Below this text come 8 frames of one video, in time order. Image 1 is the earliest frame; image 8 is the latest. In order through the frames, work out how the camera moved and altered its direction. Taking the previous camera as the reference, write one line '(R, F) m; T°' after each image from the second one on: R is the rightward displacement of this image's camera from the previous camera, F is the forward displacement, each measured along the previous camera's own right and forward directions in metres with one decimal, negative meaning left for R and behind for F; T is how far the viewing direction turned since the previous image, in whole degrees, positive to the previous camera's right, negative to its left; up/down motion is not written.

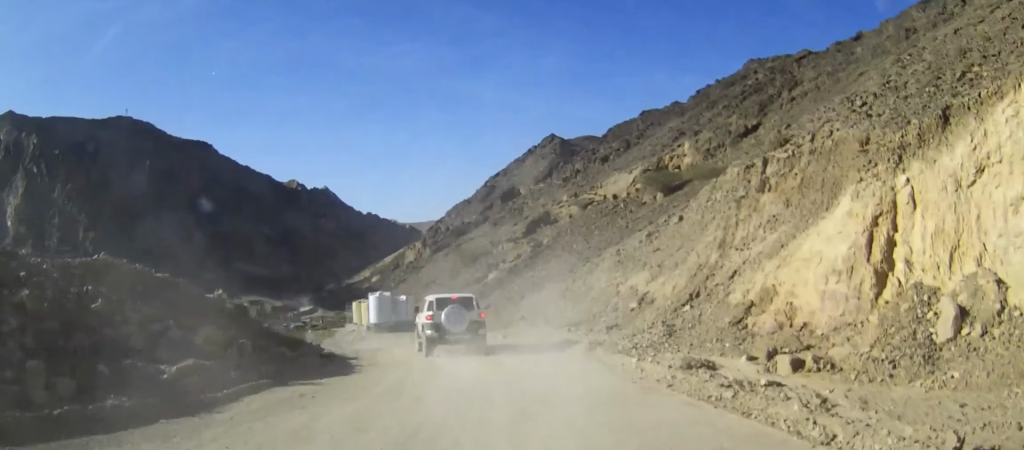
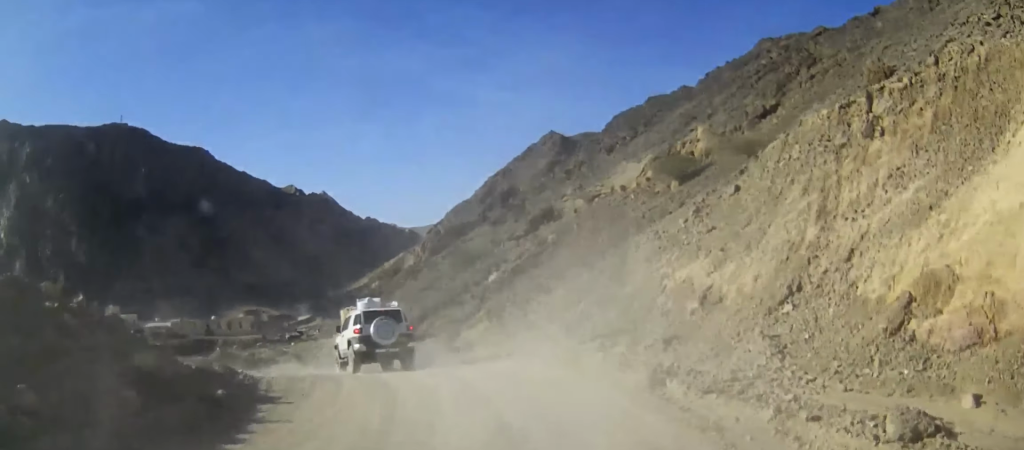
(-0.1, +9.3) m; -2°
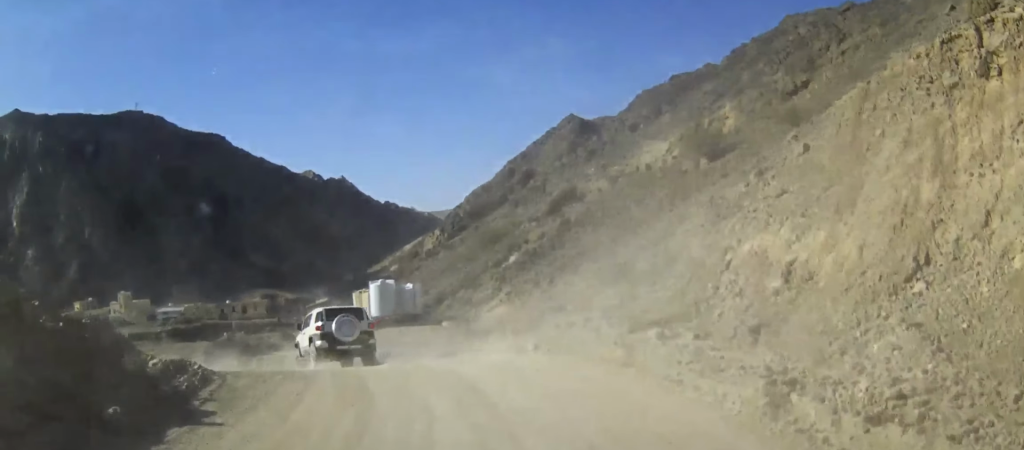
(0.0, +5.3) m; -2°
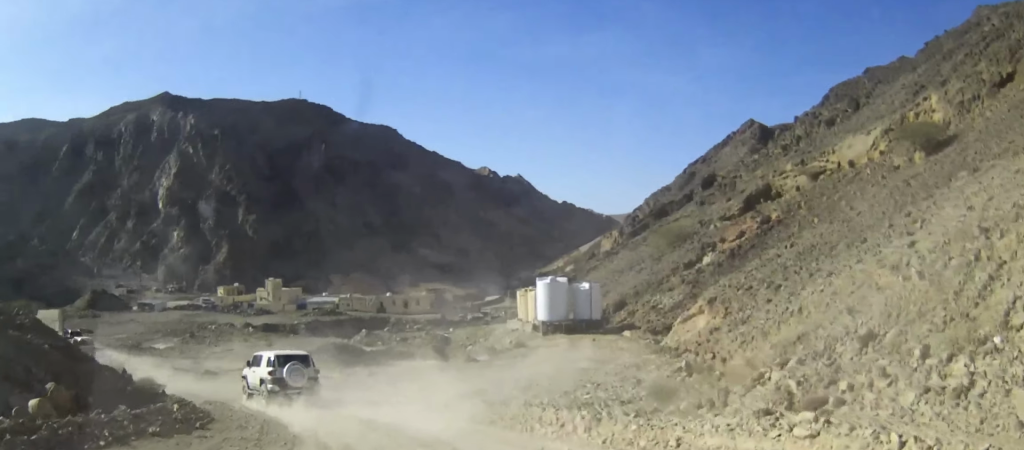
(-1.5, +13.5) m; -14°
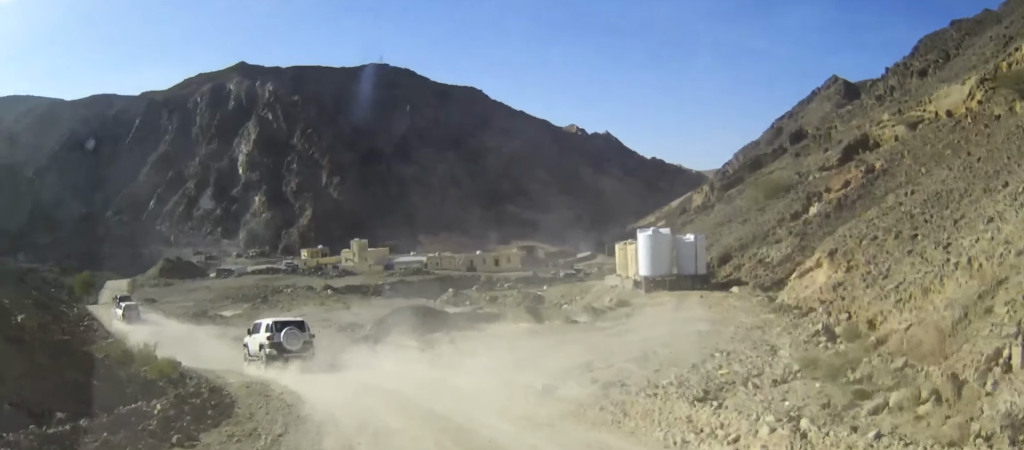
(-0.4, +5.3) m; -7°
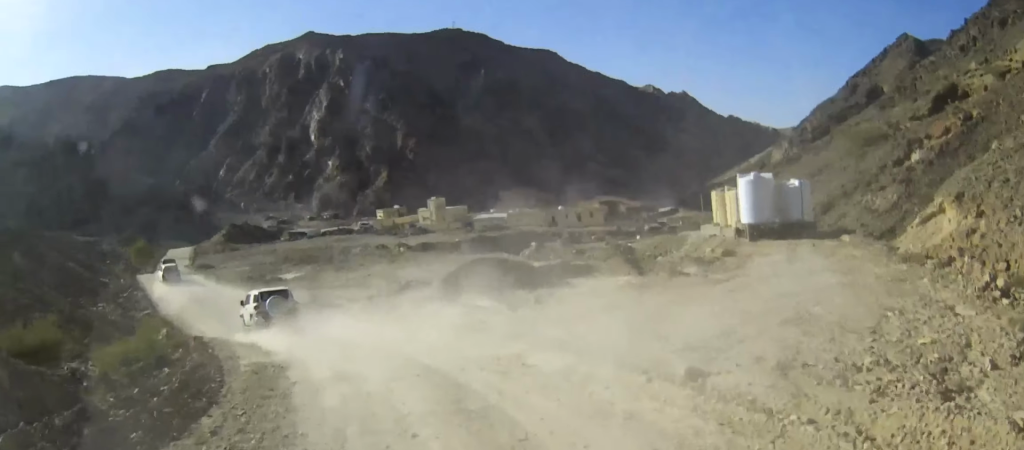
(-0.5, +6.1) m; -8°
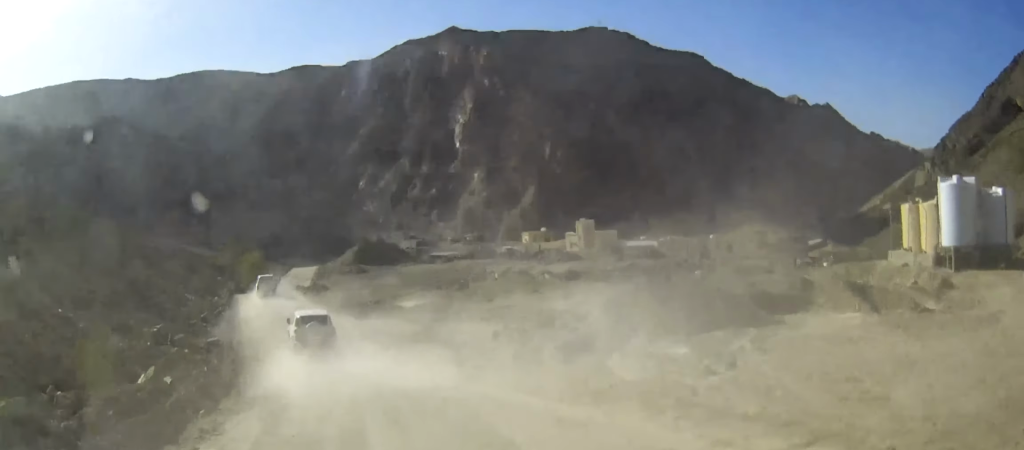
(-0.9, +9.1) m; -12°
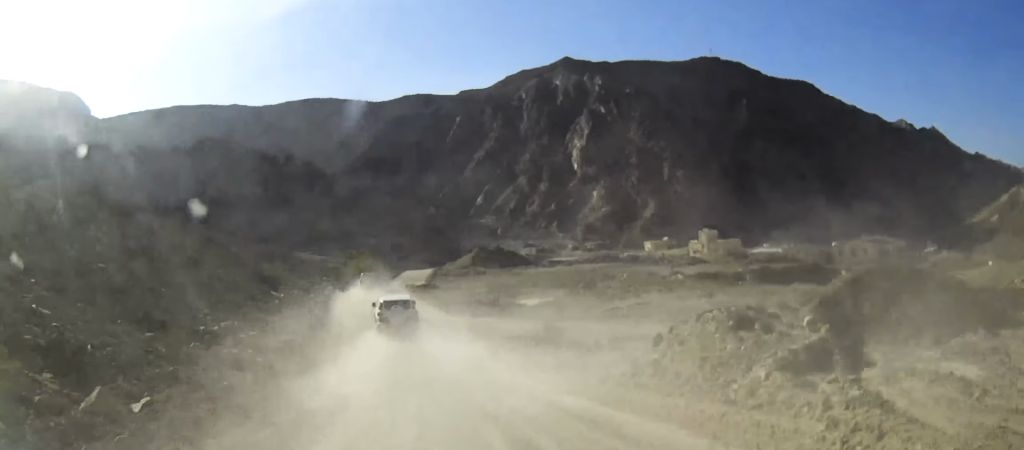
(-0.5, +6.5) m; -6°
